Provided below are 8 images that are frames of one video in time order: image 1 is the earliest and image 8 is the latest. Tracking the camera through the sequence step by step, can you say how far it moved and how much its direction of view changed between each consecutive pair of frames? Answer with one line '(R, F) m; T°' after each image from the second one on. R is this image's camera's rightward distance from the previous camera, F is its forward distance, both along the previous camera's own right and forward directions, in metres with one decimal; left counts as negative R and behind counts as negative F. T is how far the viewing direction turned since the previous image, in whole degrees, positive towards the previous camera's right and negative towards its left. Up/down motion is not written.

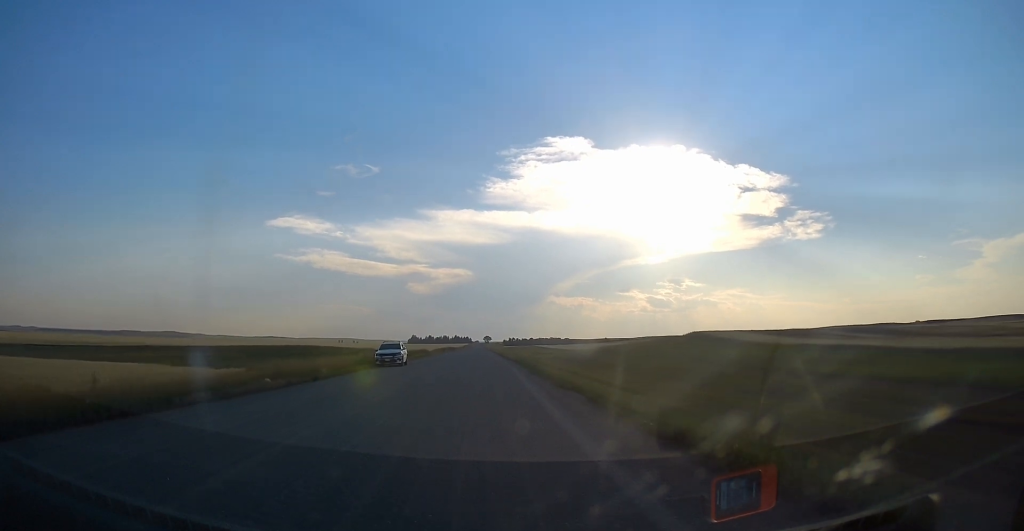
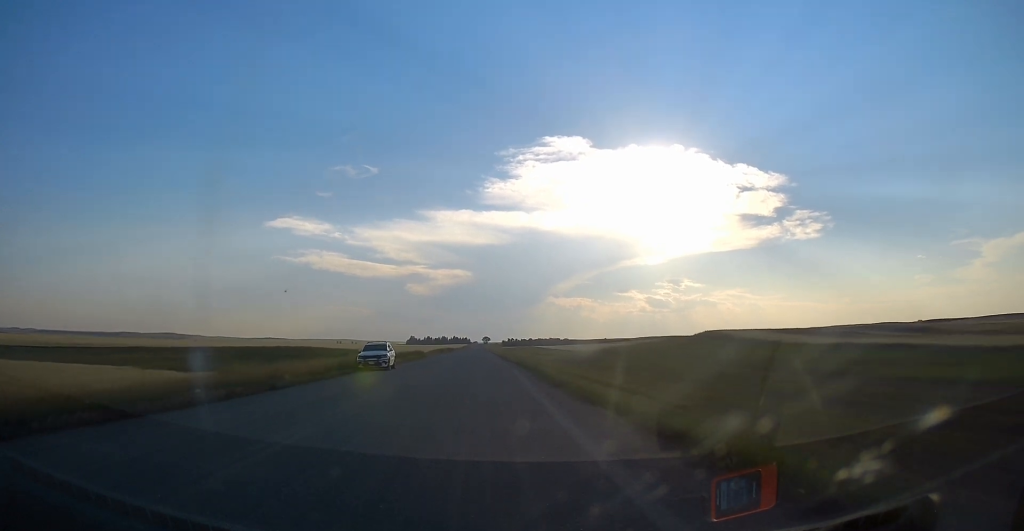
(-0.2, +5.9) m; -1°
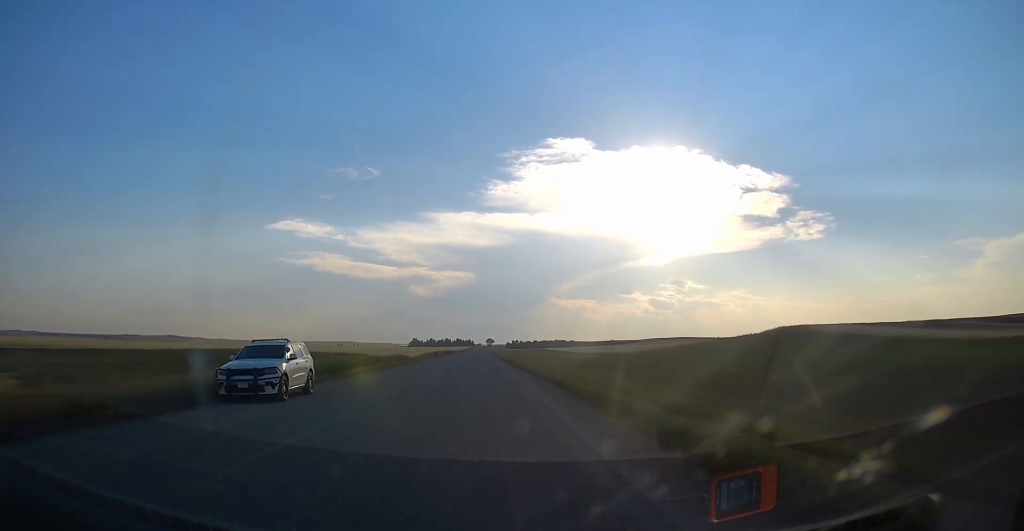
(-0.3, +21.4) m; -1°
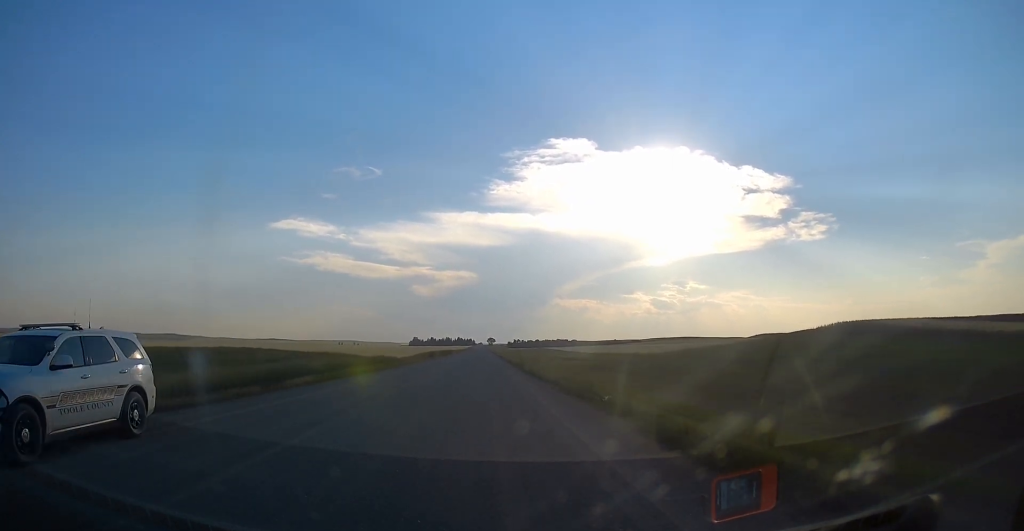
(0.0, +11.4) m; 0°
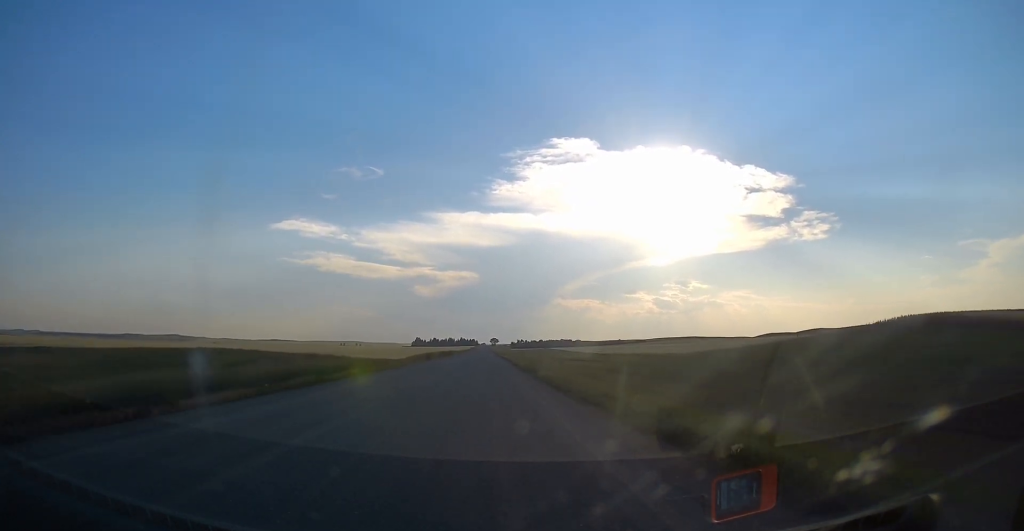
(0.0, +9.1) m; 0°
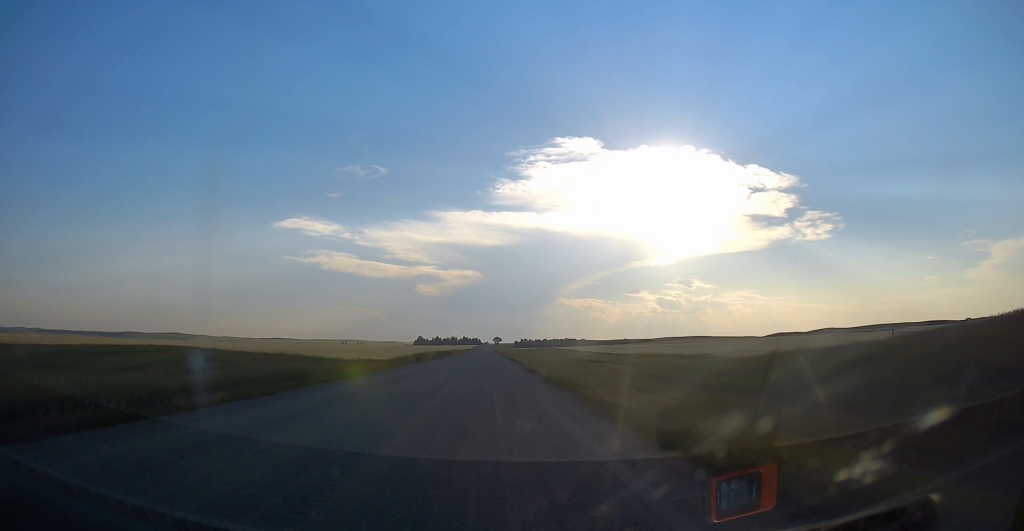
(0.0, +15.4) m; 0°
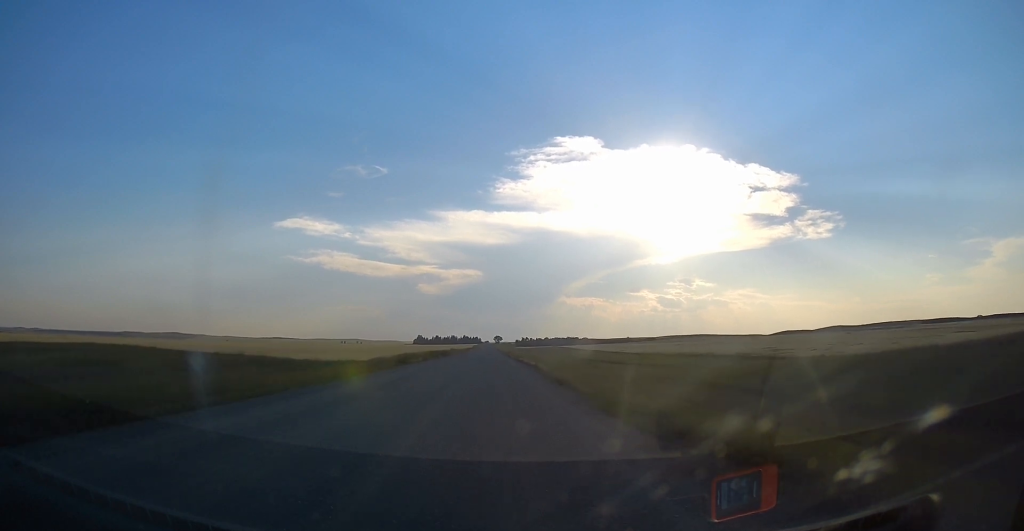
(0.0, +14.5) m; 0°
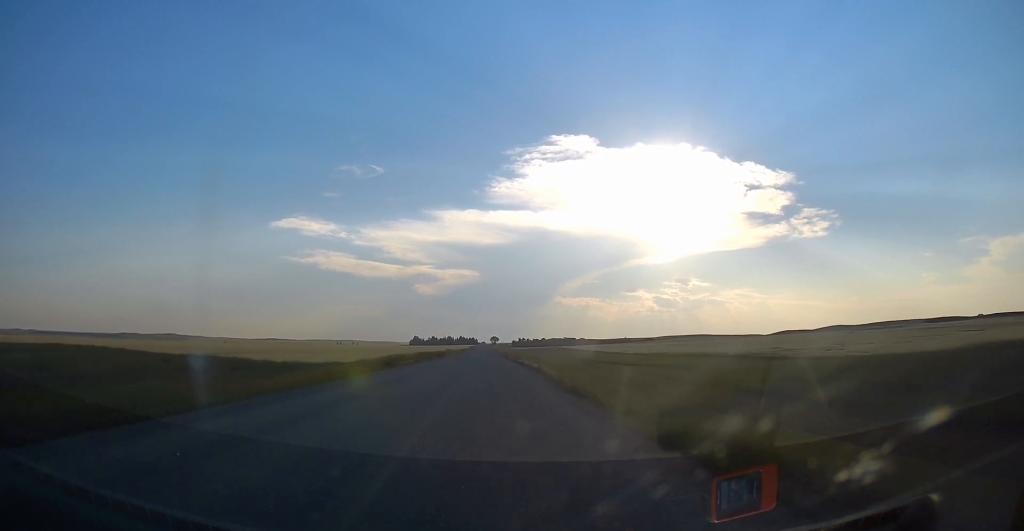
(0.0, +5.5) m; 0°
